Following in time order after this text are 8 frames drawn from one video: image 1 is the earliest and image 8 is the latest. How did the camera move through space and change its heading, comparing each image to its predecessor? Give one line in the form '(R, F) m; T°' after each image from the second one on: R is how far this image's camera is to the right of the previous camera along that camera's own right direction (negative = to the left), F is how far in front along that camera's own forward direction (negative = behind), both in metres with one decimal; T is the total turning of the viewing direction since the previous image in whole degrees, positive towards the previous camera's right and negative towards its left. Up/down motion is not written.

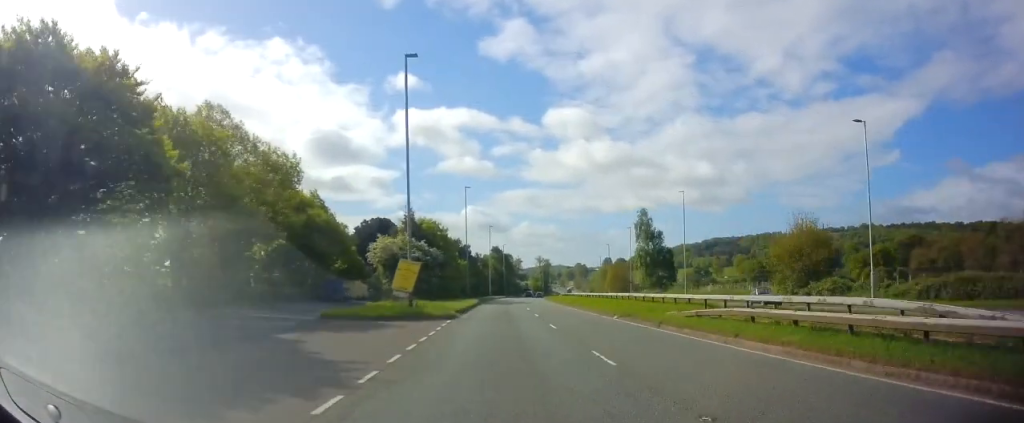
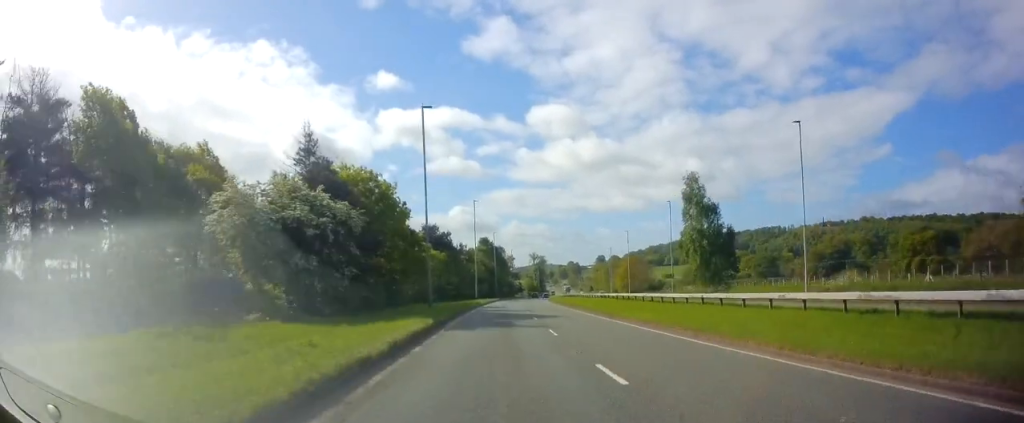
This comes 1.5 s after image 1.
(+0.2, +28.9) m; 0°
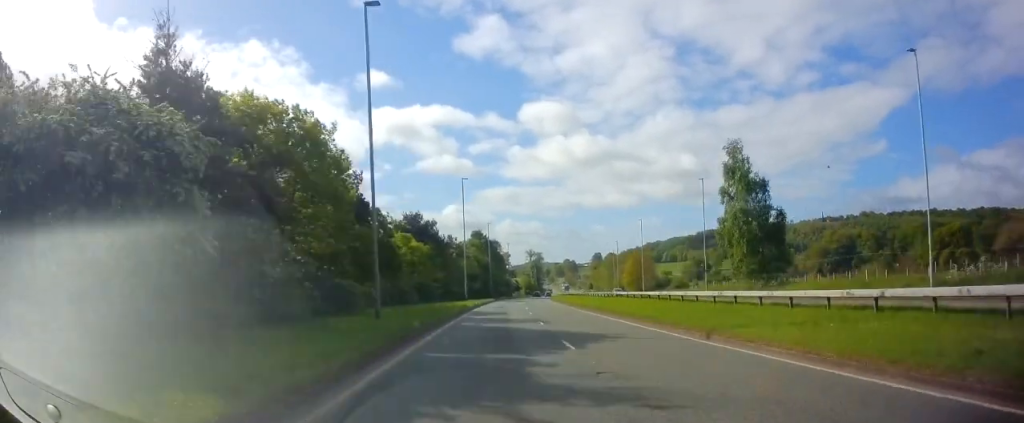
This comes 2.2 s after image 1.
(0.0, +13.6) m; +1°
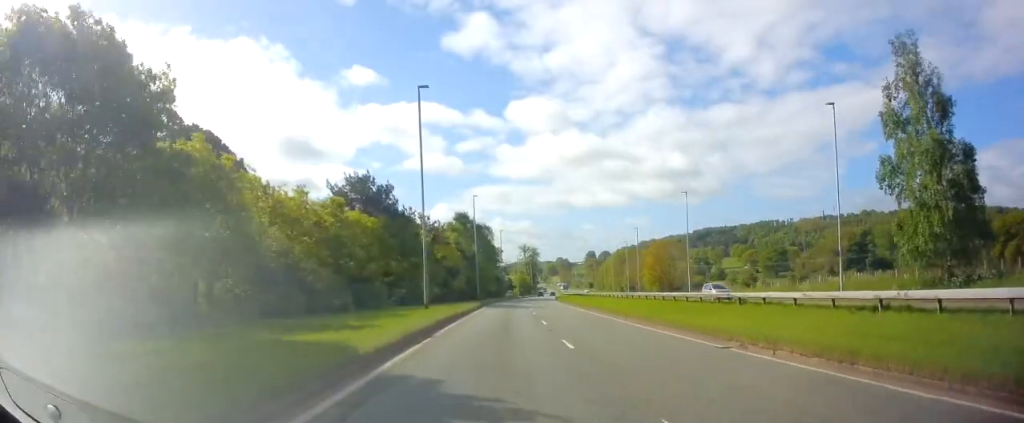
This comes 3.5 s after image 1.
(+0.4, +26.7) m; +1°
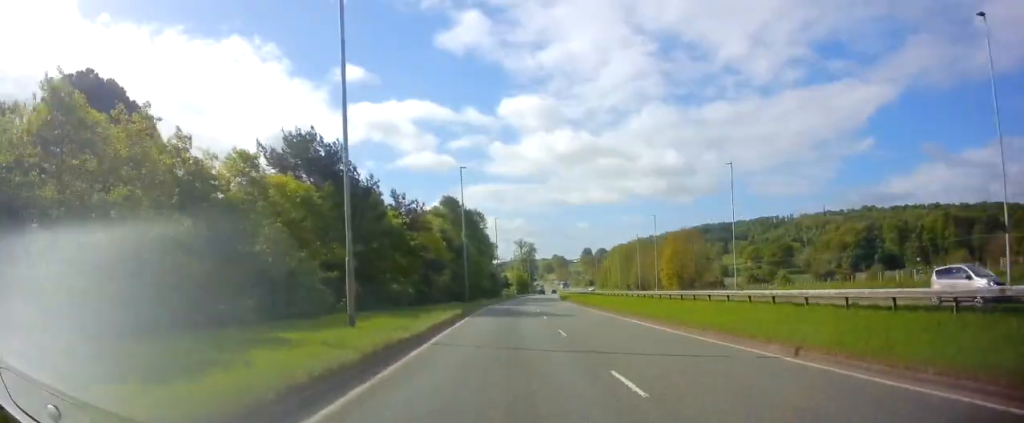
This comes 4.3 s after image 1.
(0.0, +15.0) m; 0°
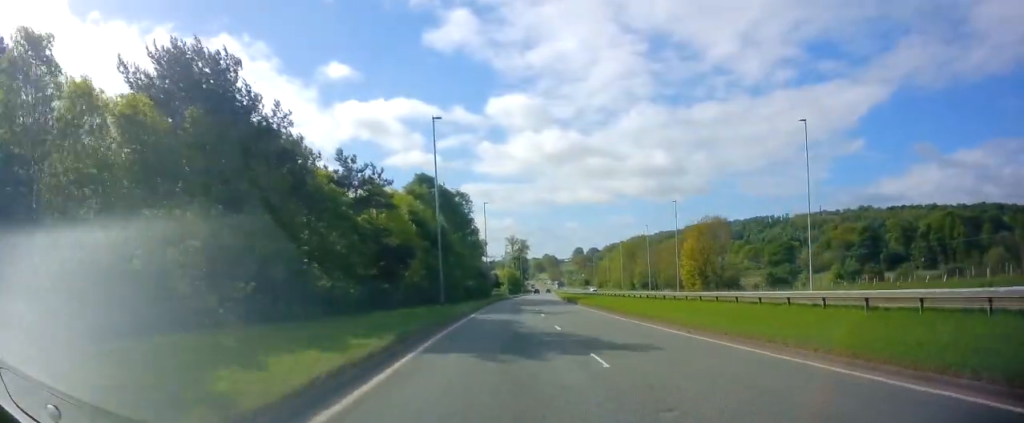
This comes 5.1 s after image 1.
(0.0, +15.7) m; +1°
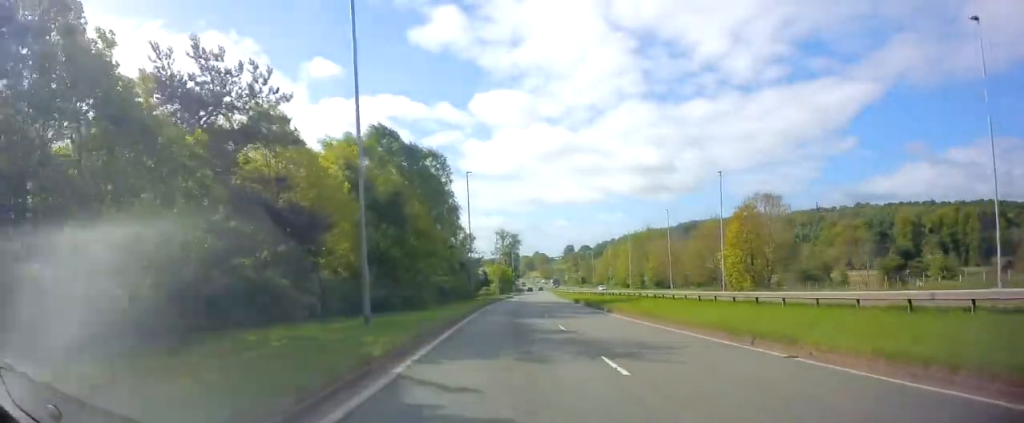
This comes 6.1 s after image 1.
(+0.3, +19.0) m; +1°
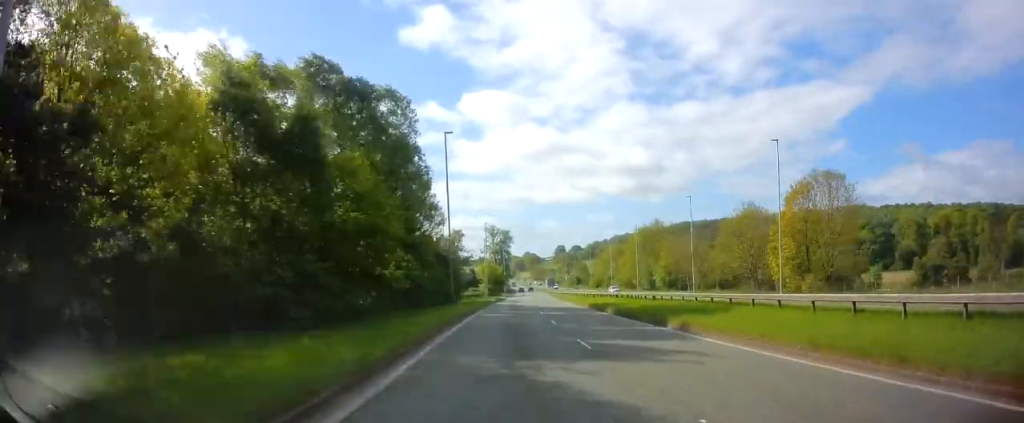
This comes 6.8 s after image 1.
(+0.1, +14.2) m; +1°
